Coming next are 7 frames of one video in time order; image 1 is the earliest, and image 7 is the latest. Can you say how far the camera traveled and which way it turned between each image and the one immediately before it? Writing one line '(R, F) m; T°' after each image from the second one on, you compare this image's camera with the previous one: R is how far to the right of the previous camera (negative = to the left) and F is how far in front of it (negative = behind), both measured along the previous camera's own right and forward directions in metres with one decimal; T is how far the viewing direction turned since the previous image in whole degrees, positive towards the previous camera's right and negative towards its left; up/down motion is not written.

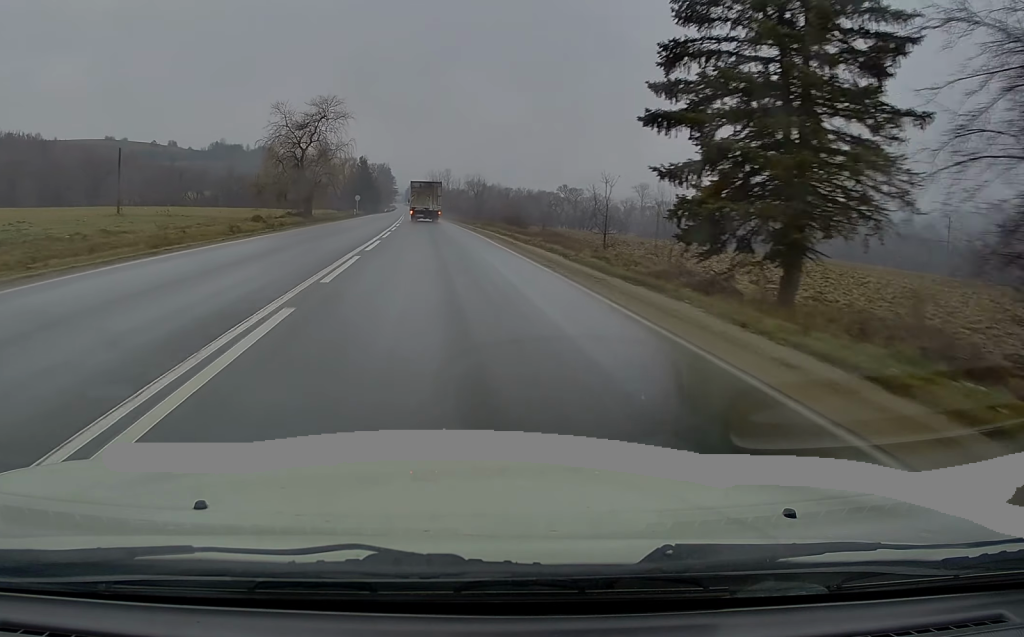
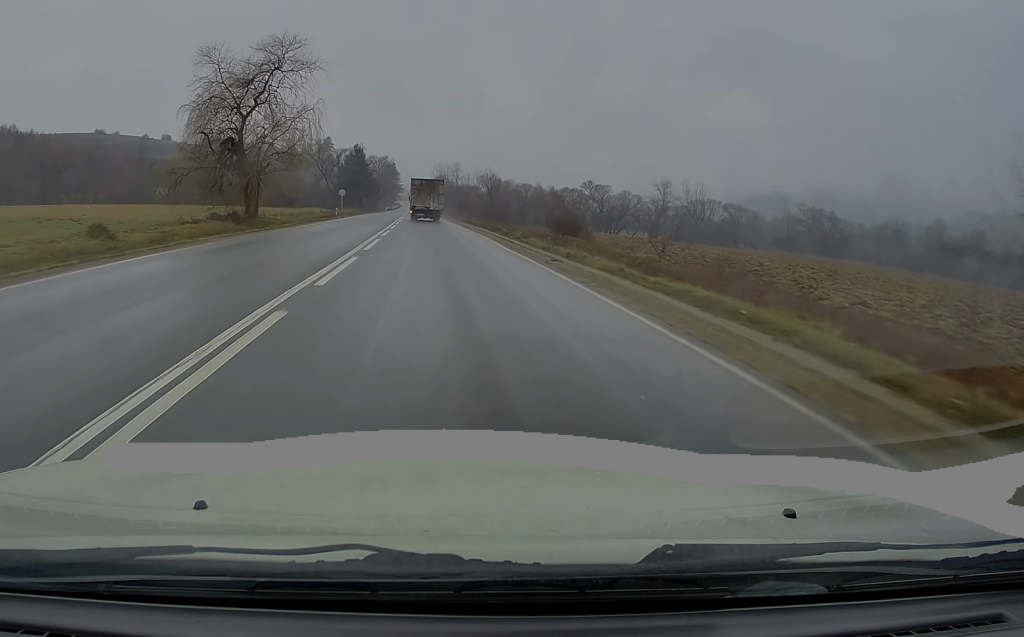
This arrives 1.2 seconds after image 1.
(-0.3, +26.8) m; -1°
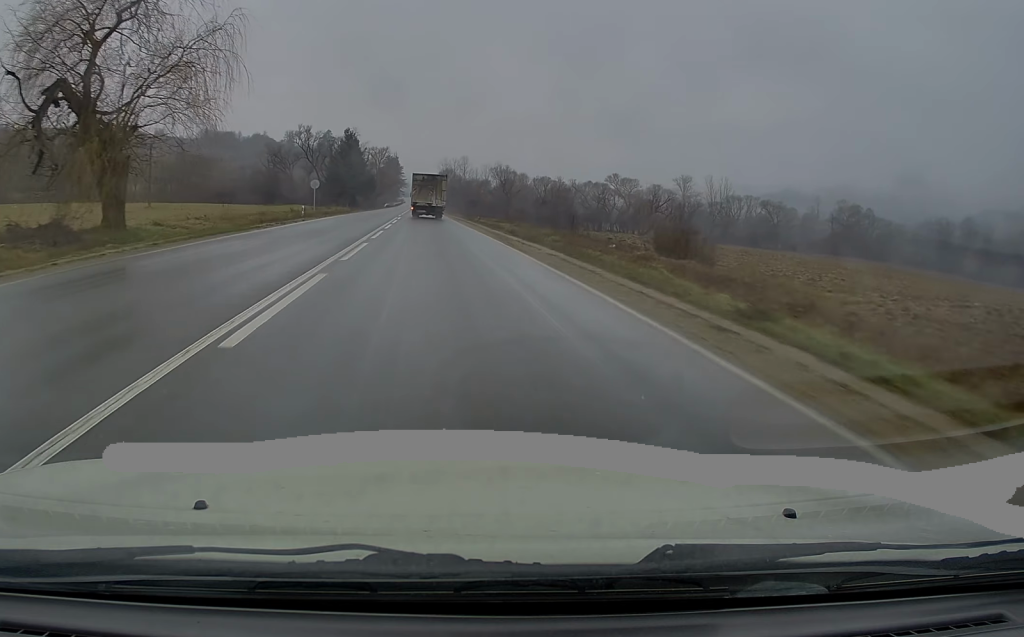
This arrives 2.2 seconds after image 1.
(0.0, +23.0) m; -1°
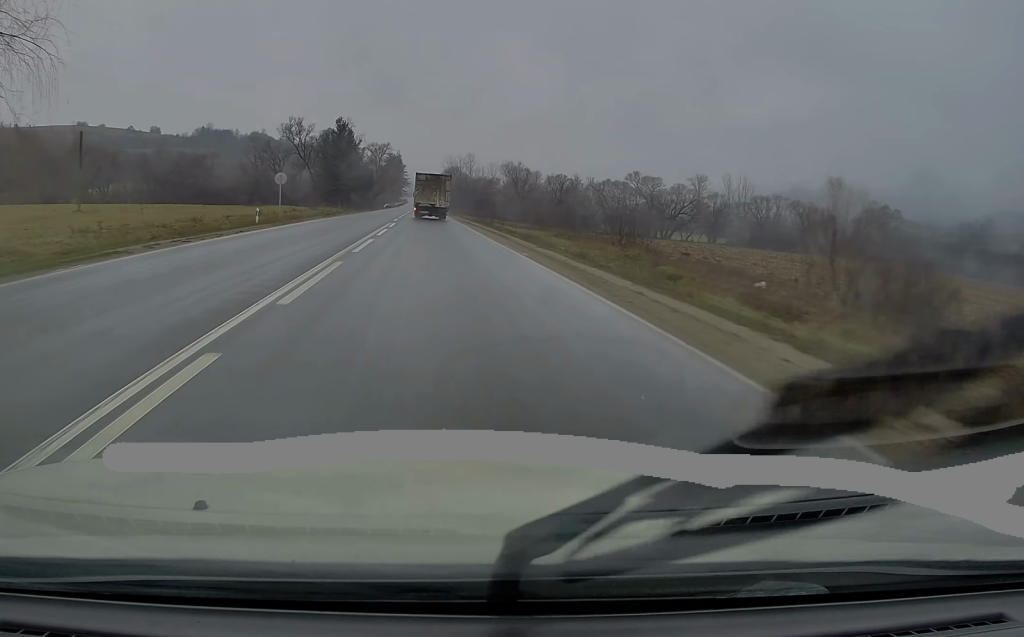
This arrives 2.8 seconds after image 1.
(-0.1, +15.3) m; 0°
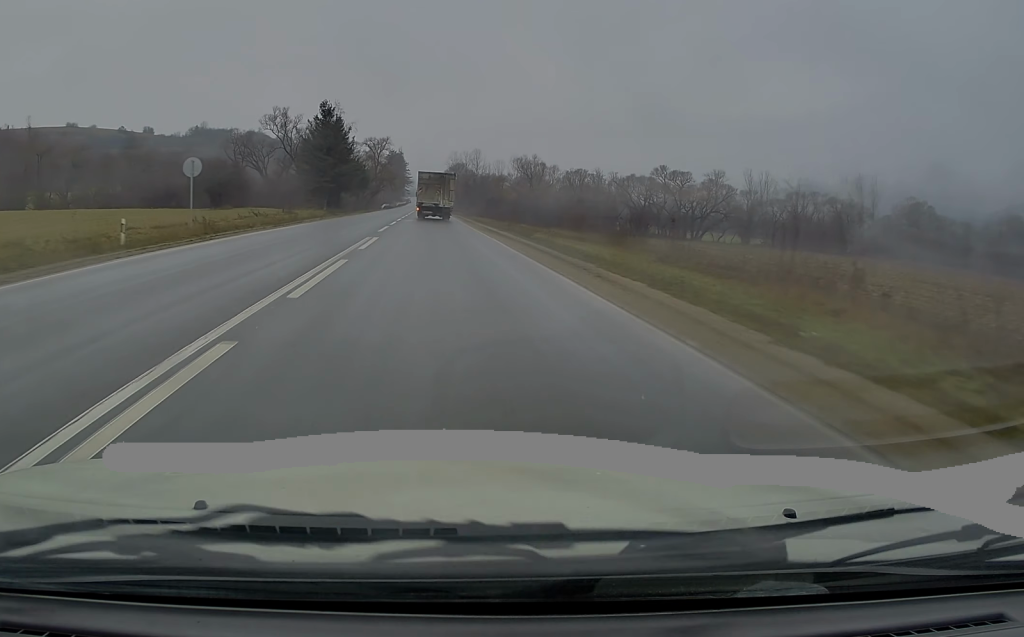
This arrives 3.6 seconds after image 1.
(-0.2, +17.4) m; 0°
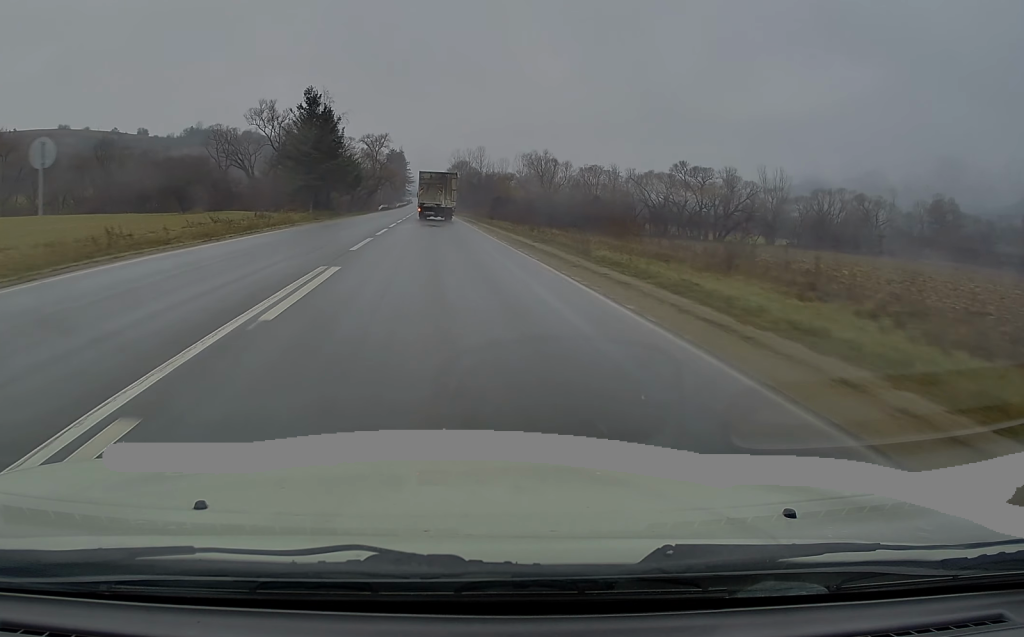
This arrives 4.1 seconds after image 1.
(+0.2, +11.3) m; 0°
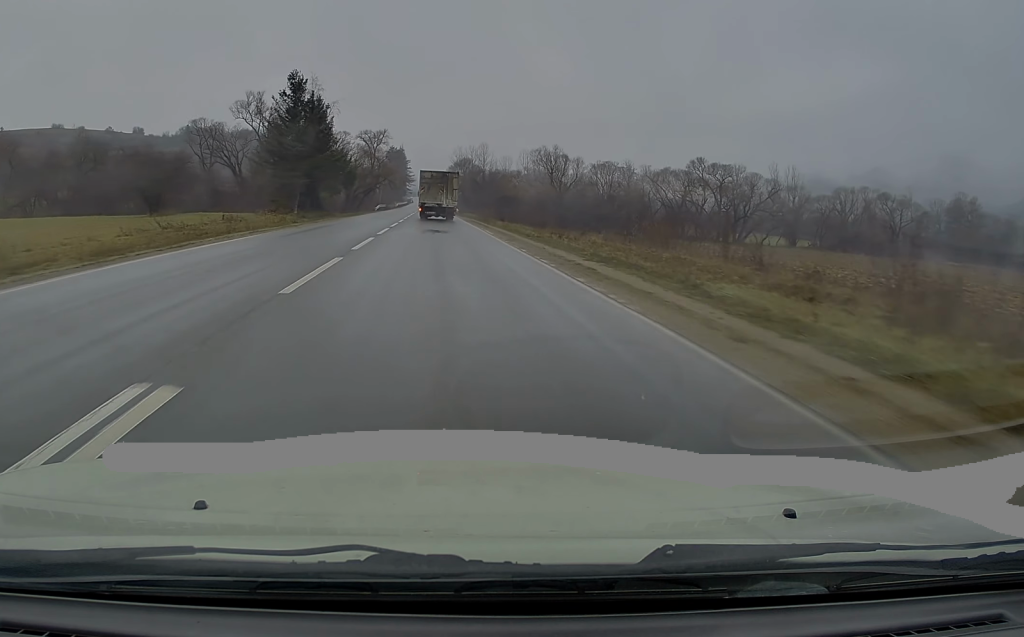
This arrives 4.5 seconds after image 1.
(+0.2, +9.0) m; 0°
